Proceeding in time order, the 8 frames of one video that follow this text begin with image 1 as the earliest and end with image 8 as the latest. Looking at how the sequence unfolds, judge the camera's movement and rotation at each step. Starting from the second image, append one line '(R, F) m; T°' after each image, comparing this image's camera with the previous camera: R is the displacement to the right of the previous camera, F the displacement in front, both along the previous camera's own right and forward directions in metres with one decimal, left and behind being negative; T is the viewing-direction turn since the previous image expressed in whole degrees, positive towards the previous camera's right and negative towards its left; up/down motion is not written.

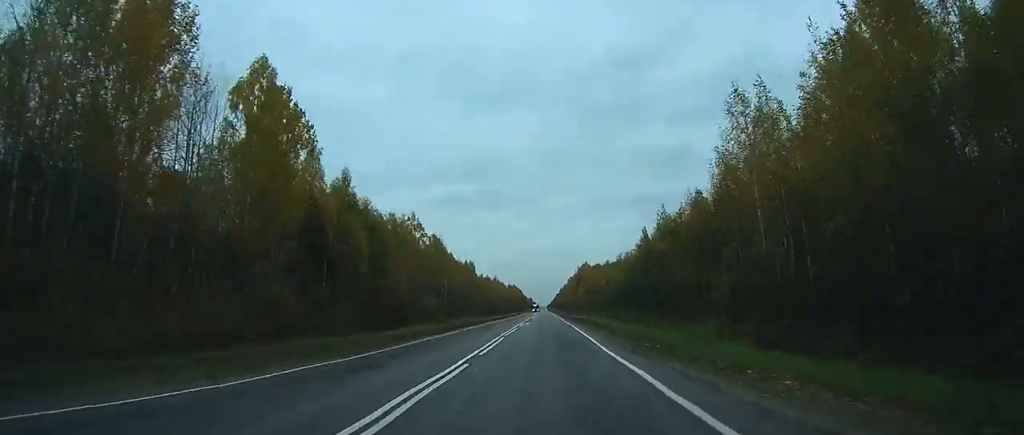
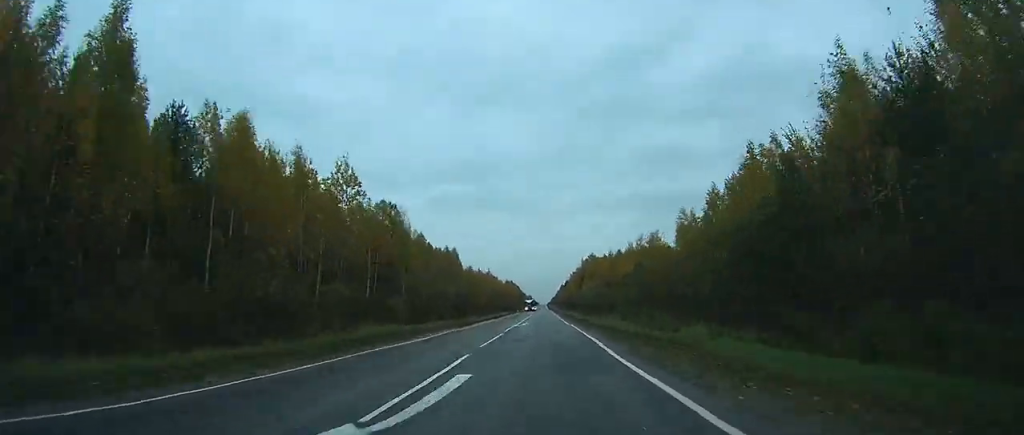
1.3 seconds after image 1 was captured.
(+0.1, +39.6) m; 0°
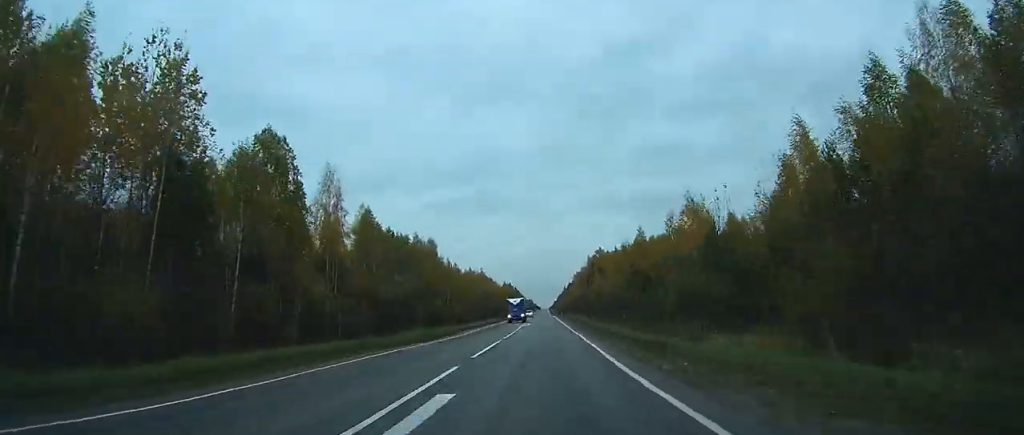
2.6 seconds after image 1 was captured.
(0.0, +36.9) m; 0°
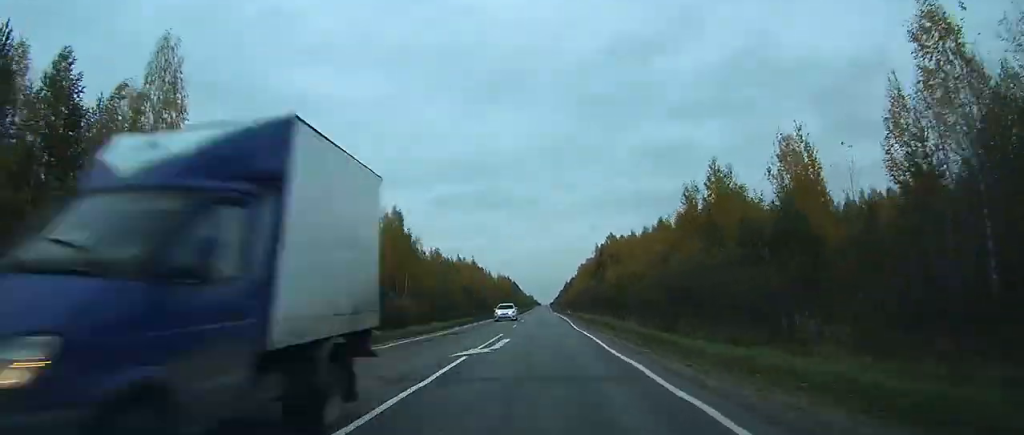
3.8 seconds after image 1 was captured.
(0.0, +34.2) m; 0°
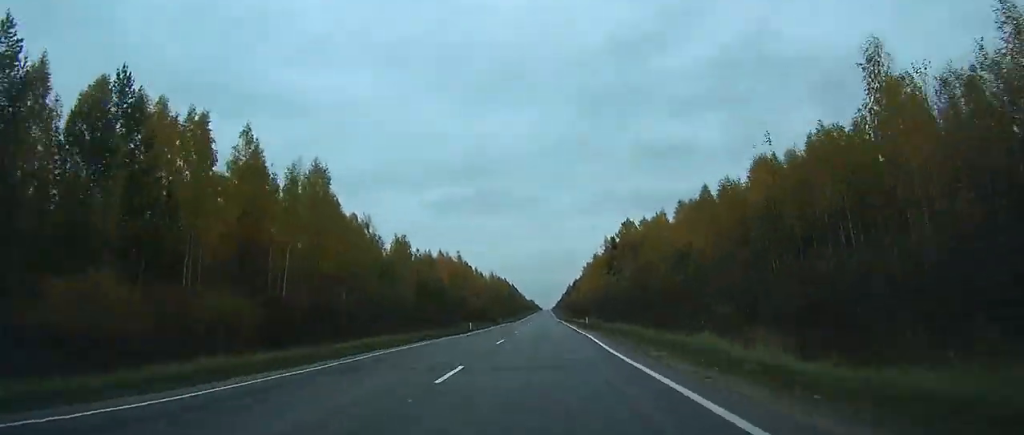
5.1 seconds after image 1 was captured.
(0.0, +36.1) m; 0°
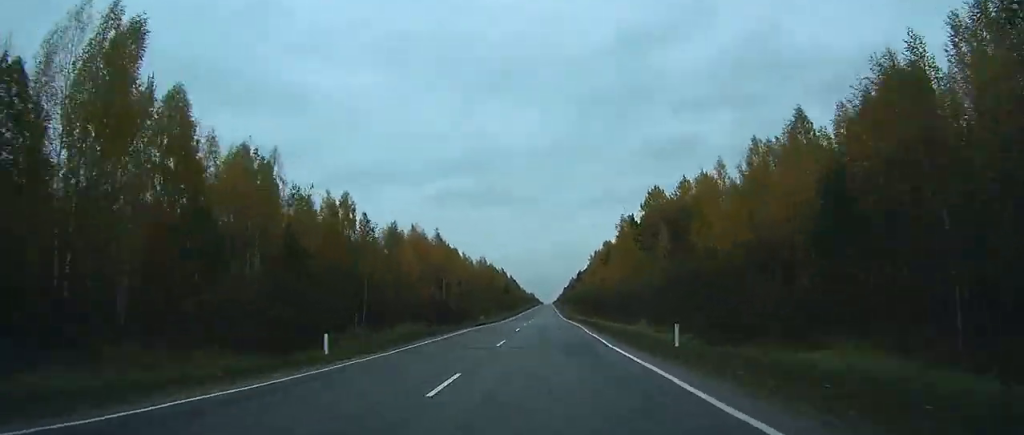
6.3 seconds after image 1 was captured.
(0.0, +37.1) m; 0°
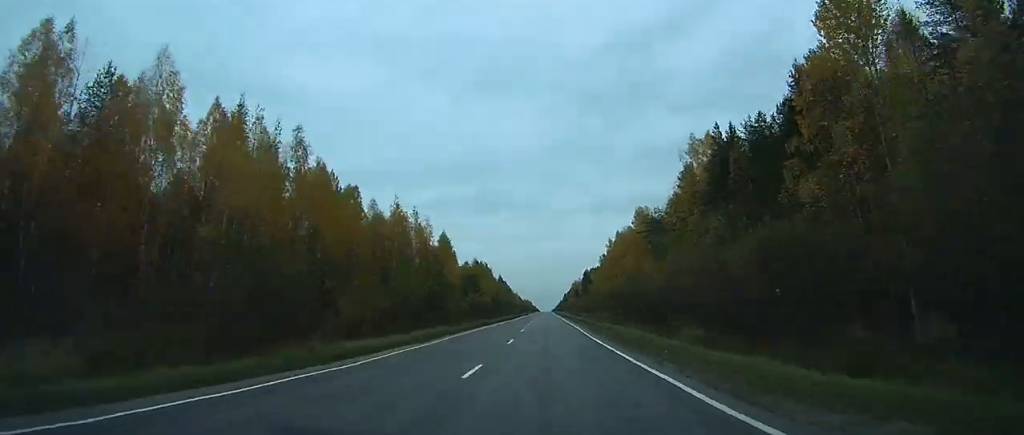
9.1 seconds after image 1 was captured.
(0.0, +85.5) m; 0°
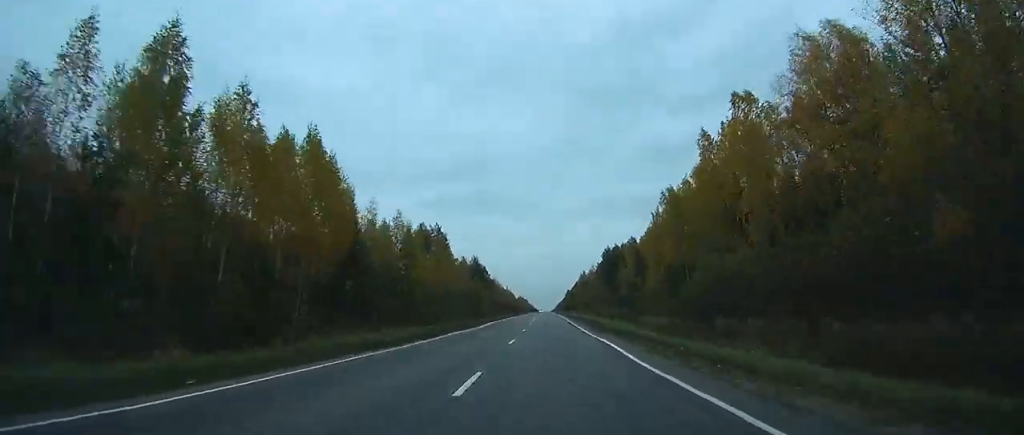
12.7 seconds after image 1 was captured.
(+0.2, +111.7) m; 0°
